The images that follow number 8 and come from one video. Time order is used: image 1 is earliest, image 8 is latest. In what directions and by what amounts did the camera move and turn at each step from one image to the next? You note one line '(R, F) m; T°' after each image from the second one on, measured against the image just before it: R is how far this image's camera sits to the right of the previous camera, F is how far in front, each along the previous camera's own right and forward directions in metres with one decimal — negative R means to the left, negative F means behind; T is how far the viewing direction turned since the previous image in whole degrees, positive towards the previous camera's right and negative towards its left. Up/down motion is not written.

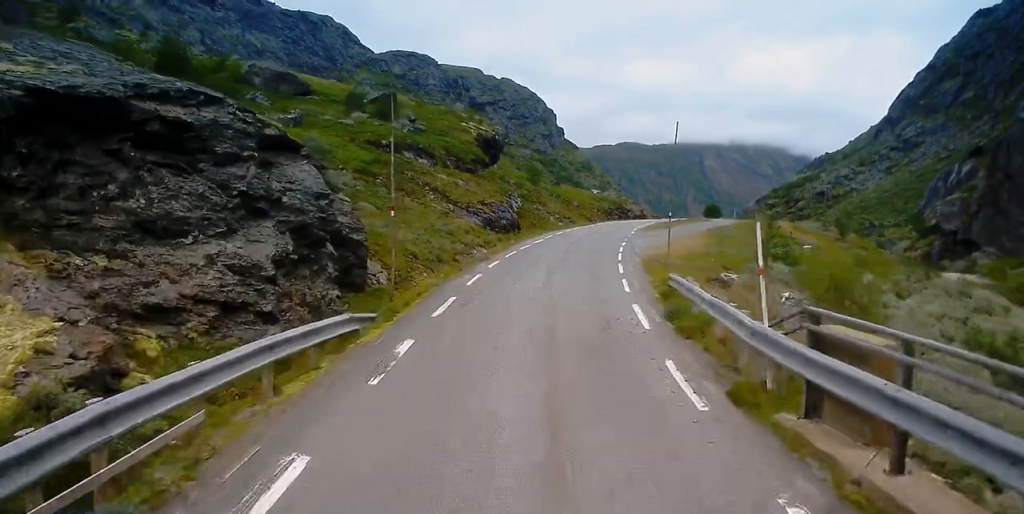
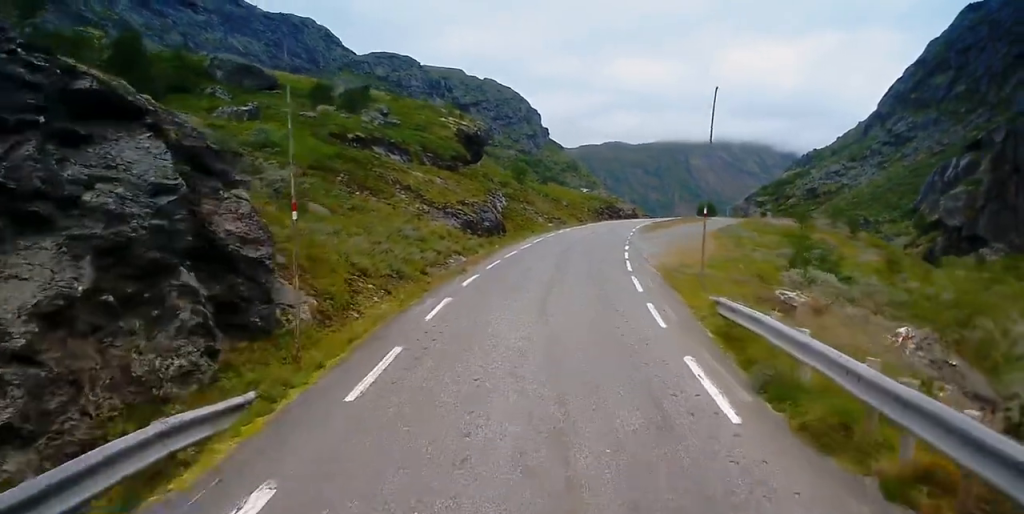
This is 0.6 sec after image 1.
(-0.3, +7.2) m; +1°
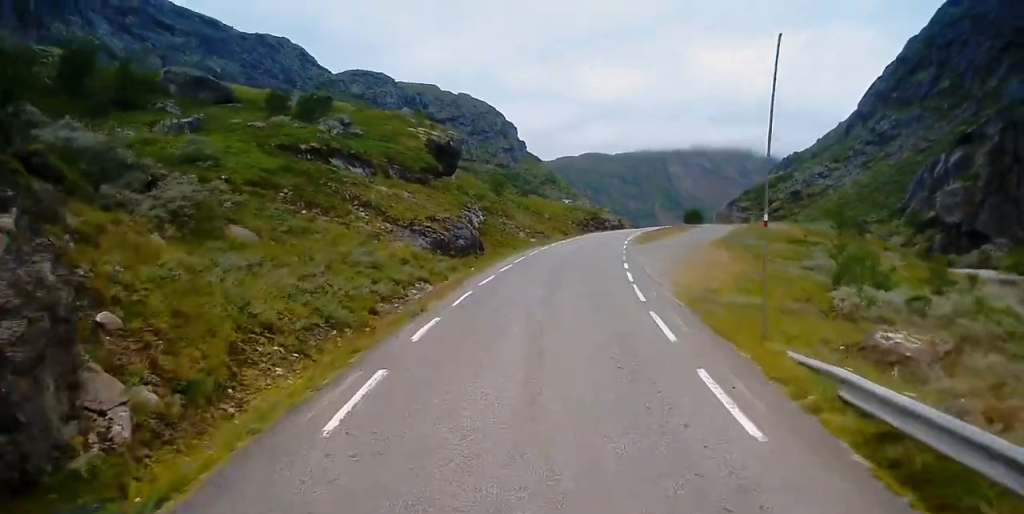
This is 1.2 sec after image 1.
(+0.4, +6.6) m; +4°
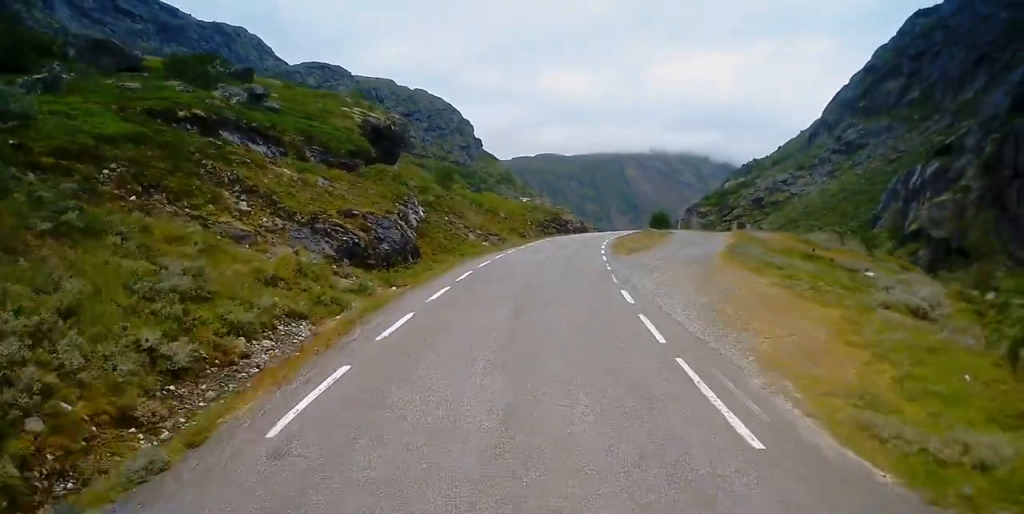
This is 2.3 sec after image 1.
(+0.7, +11.8) m; +6°
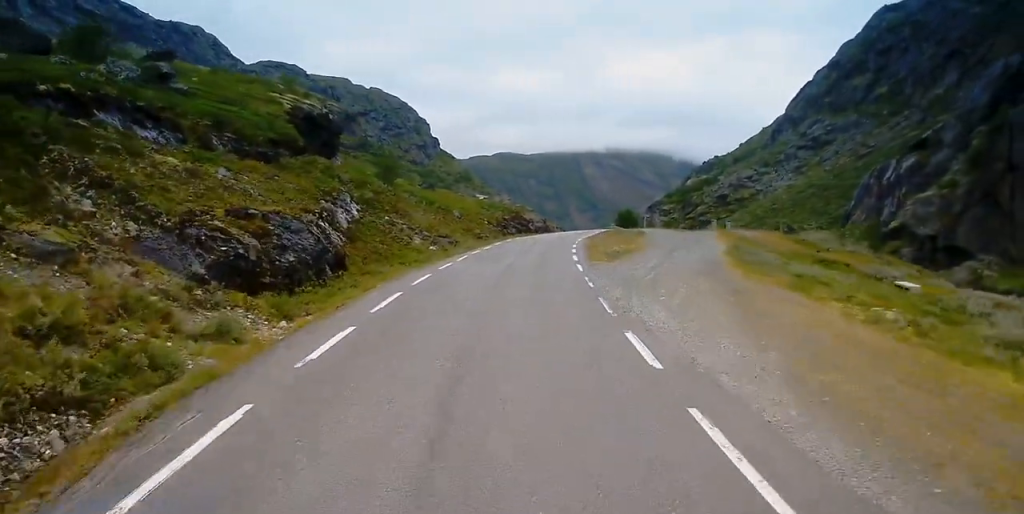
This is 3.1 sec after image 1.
(+0.2, +8.1) m; +4°
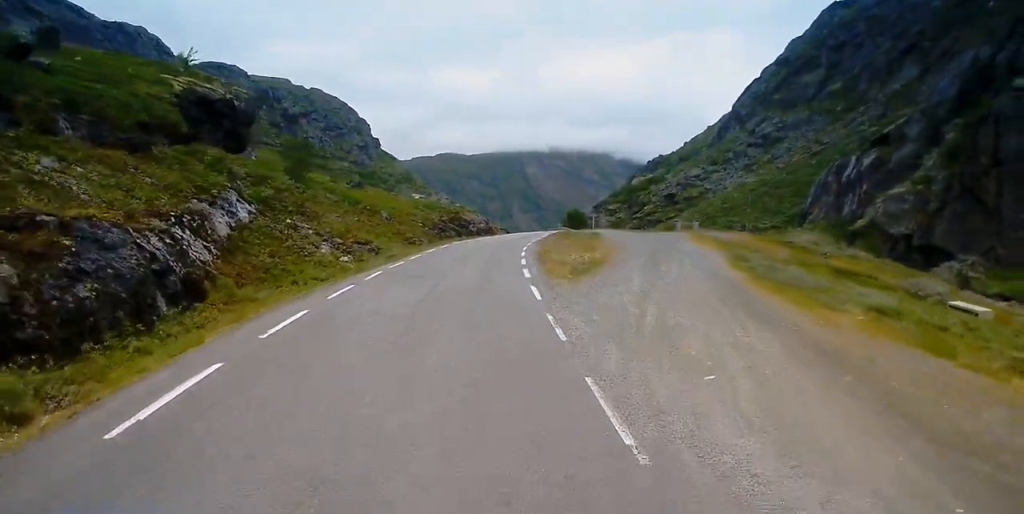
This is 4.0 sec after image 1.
(+0.4, +9.1) m; +5°
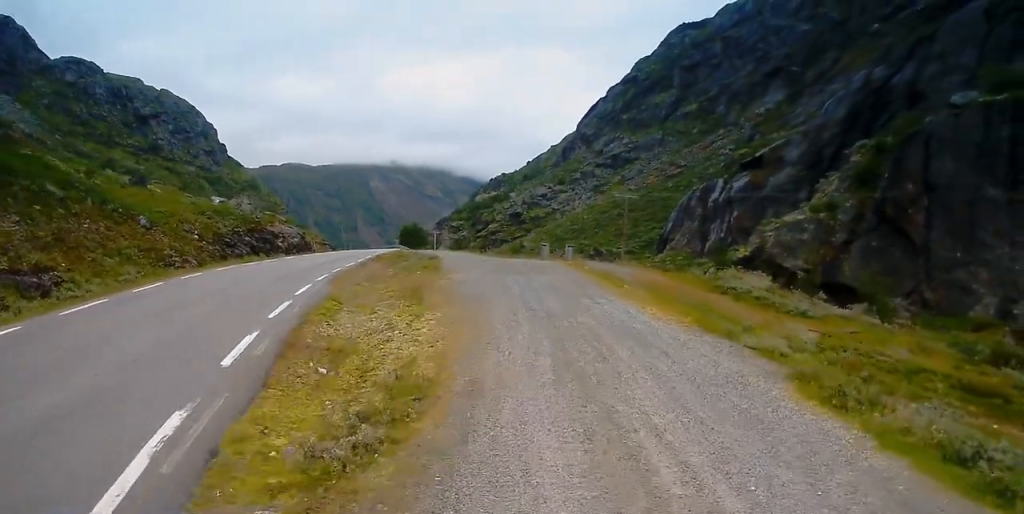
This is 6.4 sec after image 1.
(+1.4, +19.5) m; +7°
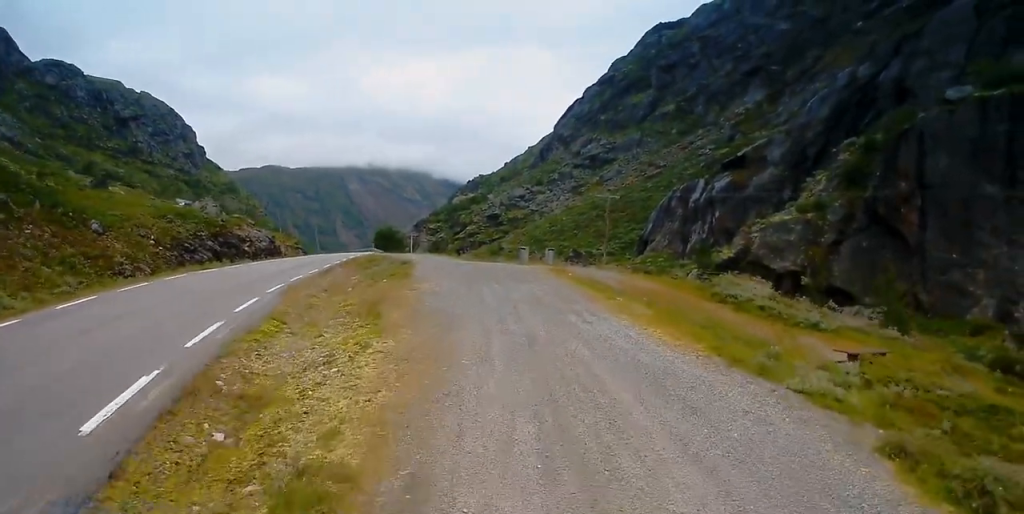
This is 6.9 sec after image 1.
(+0.1, +3.5) m; +1°
